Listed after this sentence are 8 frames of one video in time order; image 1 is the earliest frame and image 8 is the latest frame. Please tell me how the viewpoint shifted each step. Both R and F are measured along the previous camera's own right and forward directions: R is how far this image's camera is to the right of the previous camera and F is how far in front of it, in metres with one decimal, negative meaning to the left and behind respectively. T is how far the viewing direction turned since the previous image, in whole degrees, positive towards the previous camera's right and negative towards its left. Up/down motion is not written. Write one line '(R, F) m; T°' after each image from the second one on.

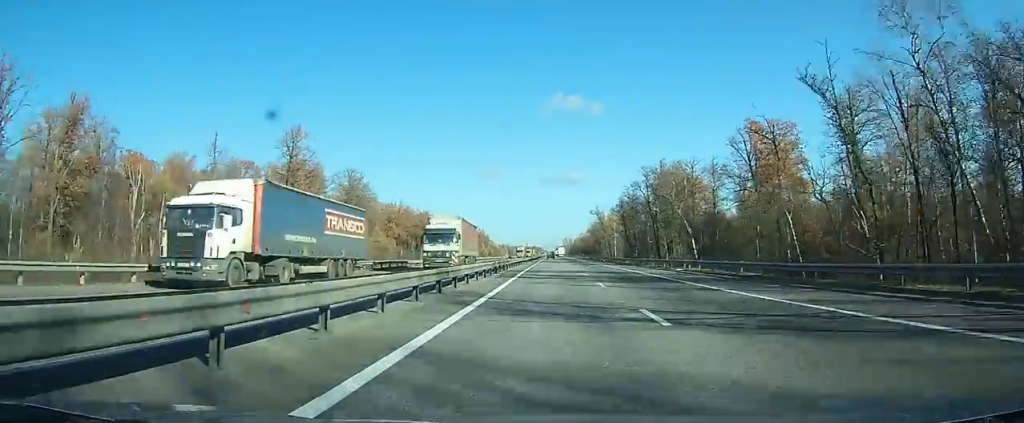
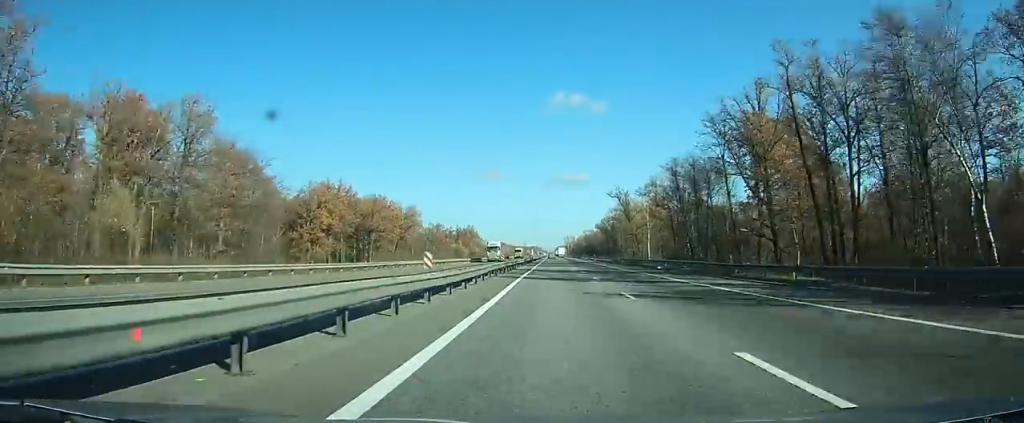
(0.0, +56.1) m; 0°
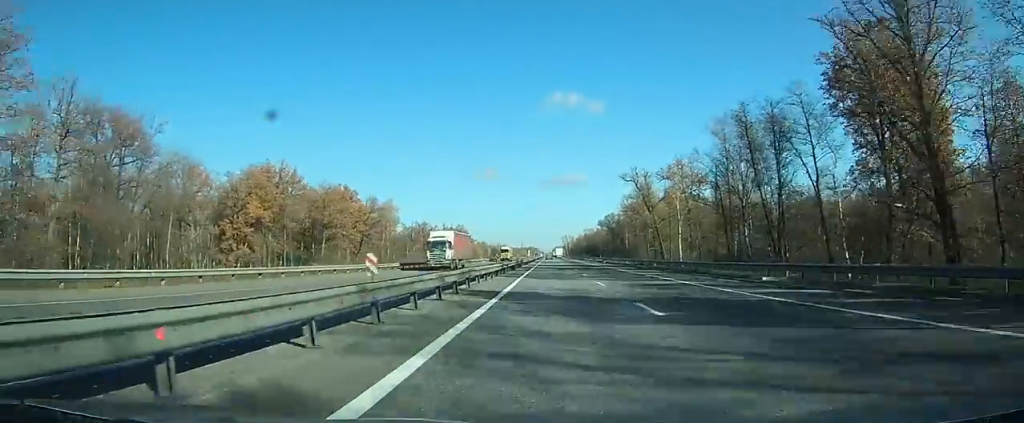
(0.0, +28.3) m; 0°
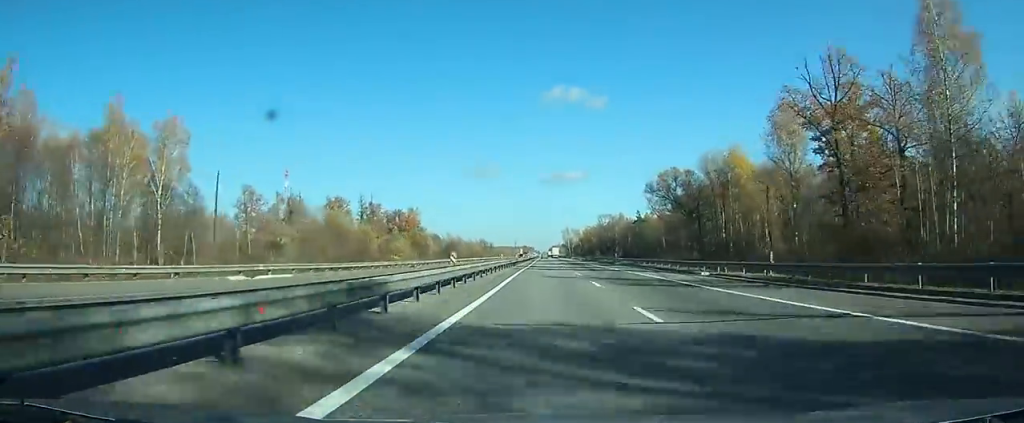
(+0.1, +106.3) m; 0°
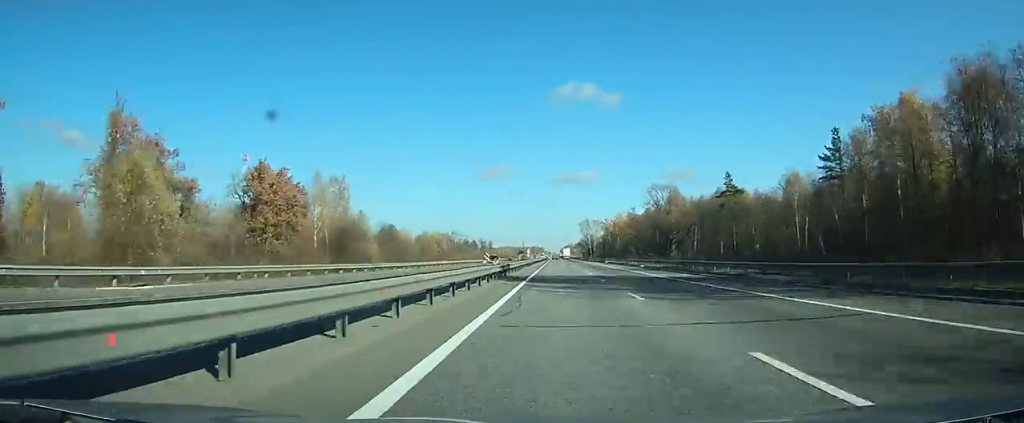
(-0.3, +91.9) m; 0°
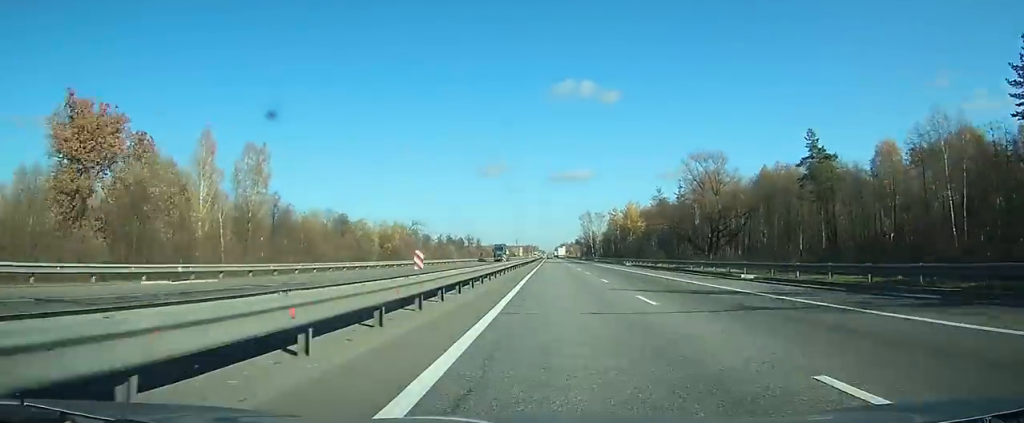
(-0.1, +38.7) m; 0°
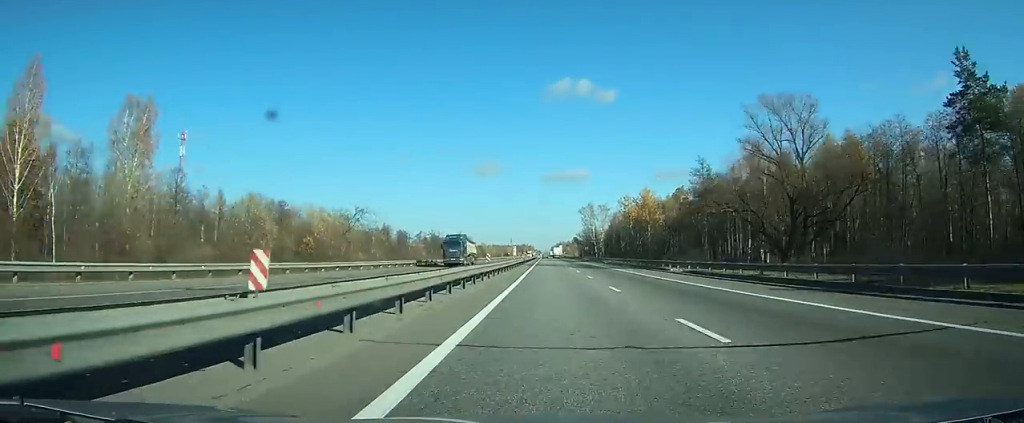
(+0.1, +30.2) m; 0°
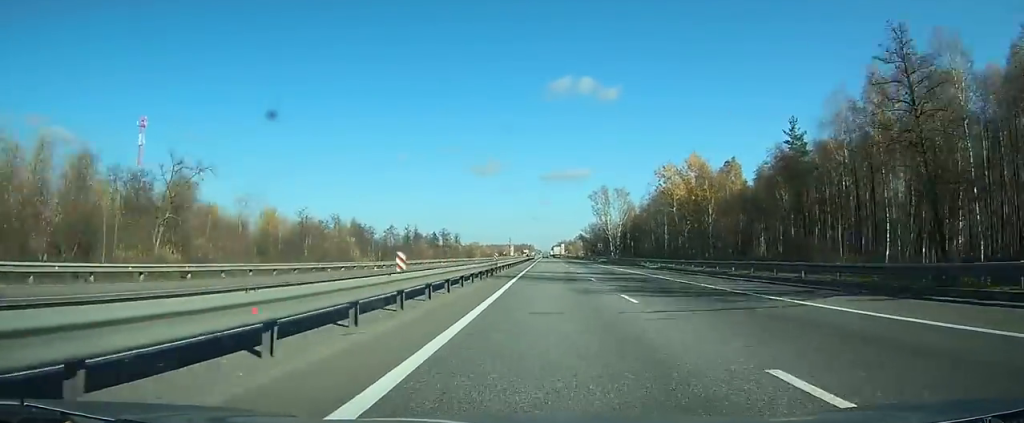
(+0.2, +39.7) m; 0°
